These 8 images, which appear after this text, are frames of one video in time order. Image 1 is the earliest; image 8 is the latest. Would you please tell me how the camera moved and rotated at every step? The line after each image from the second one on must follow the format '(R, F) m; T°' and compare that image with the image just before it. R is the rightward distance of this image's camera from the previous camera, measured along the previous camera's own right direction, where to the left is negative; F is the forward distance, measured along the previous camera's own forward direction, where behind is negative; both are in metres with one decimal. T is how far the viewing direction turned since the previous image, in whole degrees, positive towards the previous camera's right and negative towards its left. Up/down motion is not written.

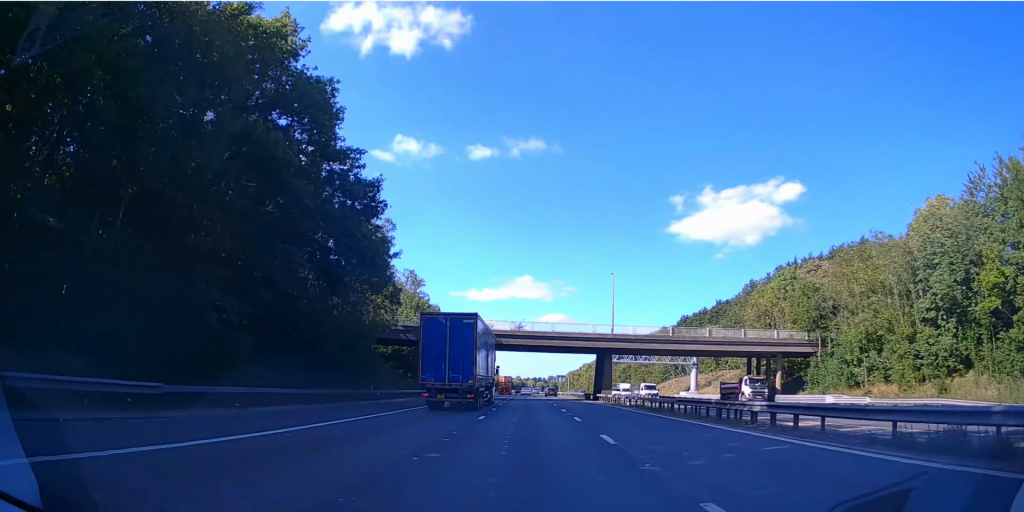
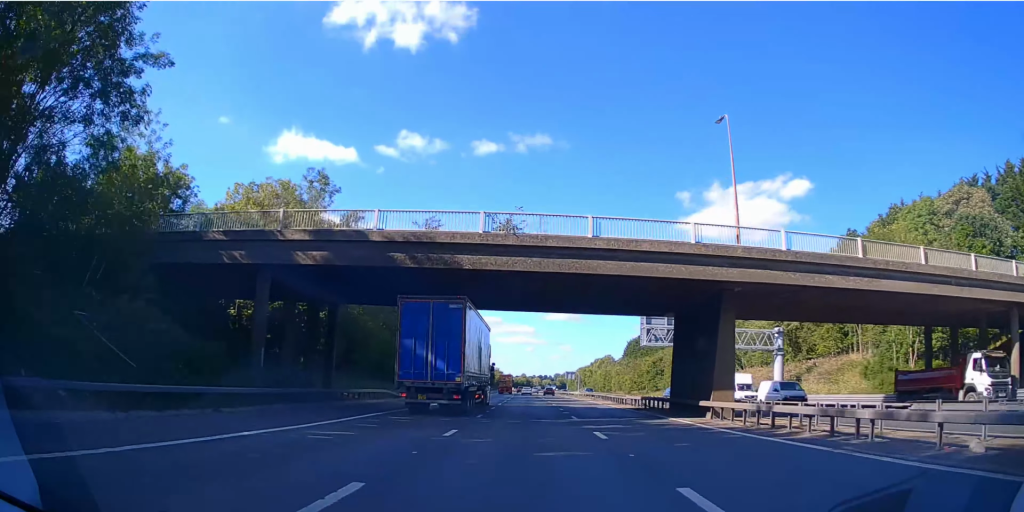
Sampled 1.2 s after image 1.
(-0.2, +35.4) m; -1°
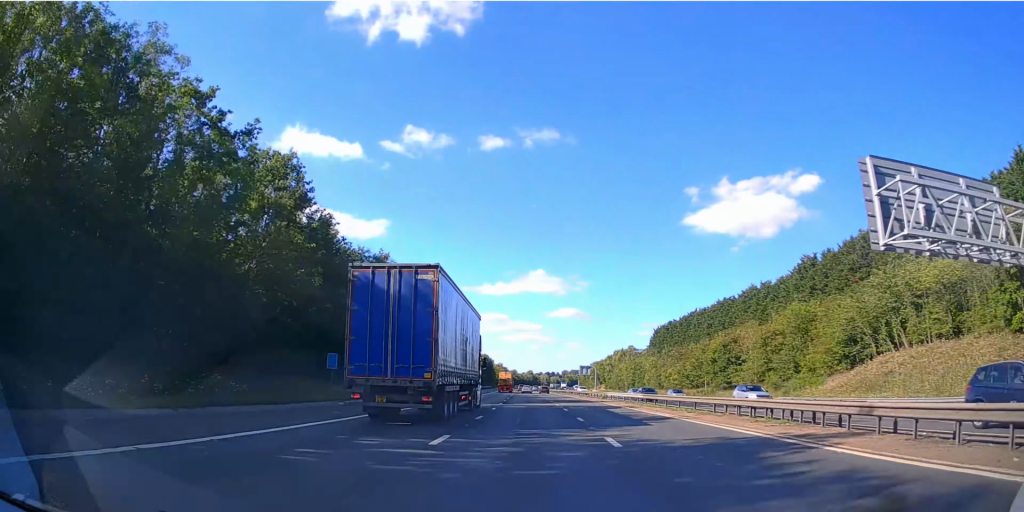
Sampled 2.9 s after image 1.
(-0.4, +46.3) m; -1°
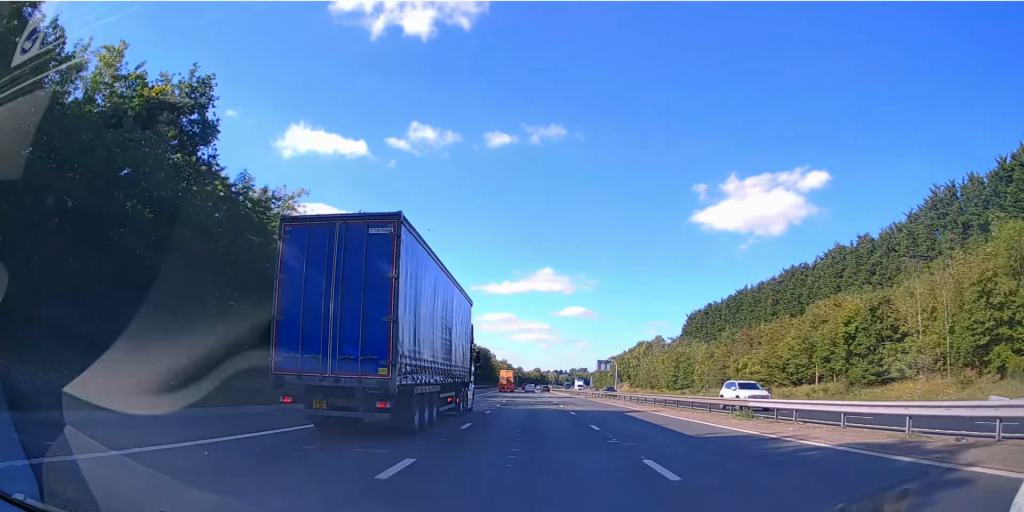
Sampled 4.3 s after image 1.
(-0.2, +40.5) m; -1°
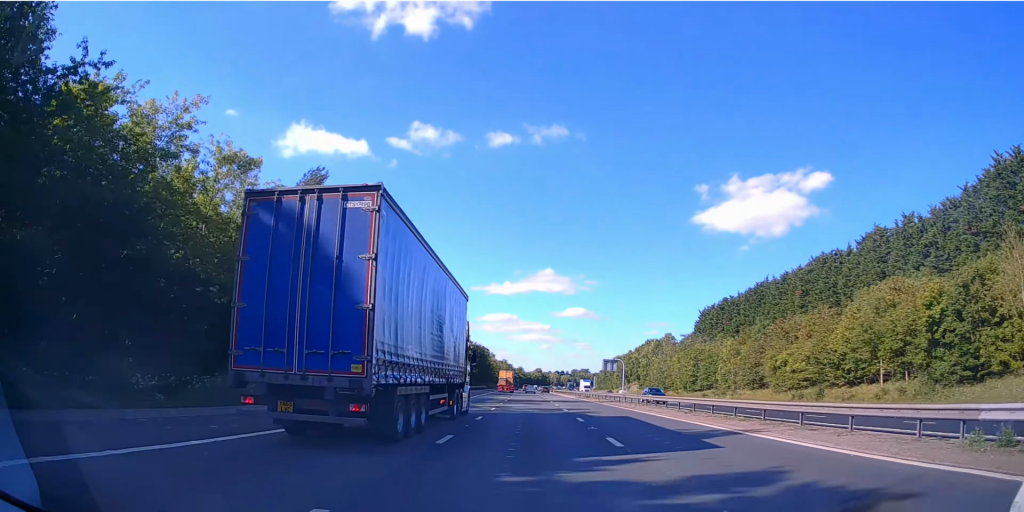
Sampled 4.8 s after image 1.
(0.0, +13.2) m; 0°
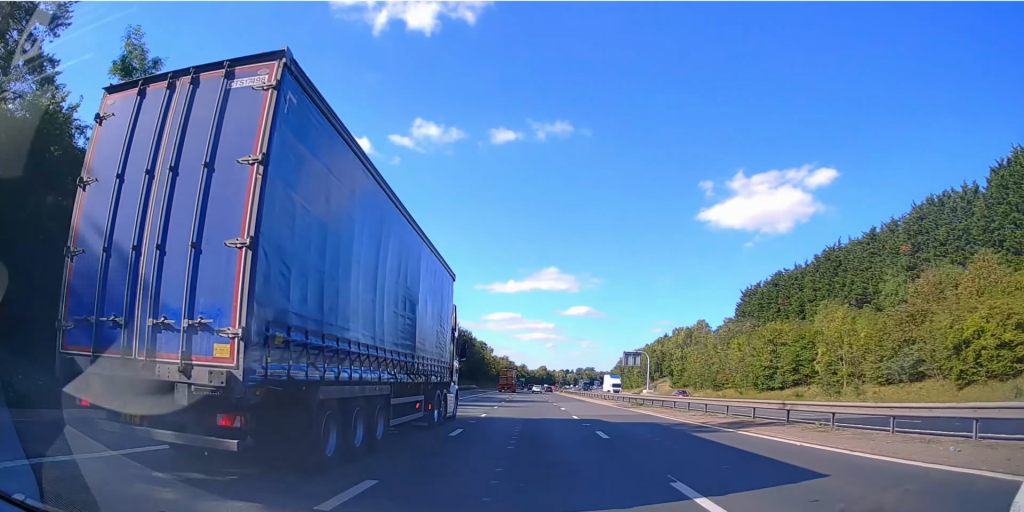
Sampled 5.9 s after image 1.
(-0.1, +33.1) m; 0°
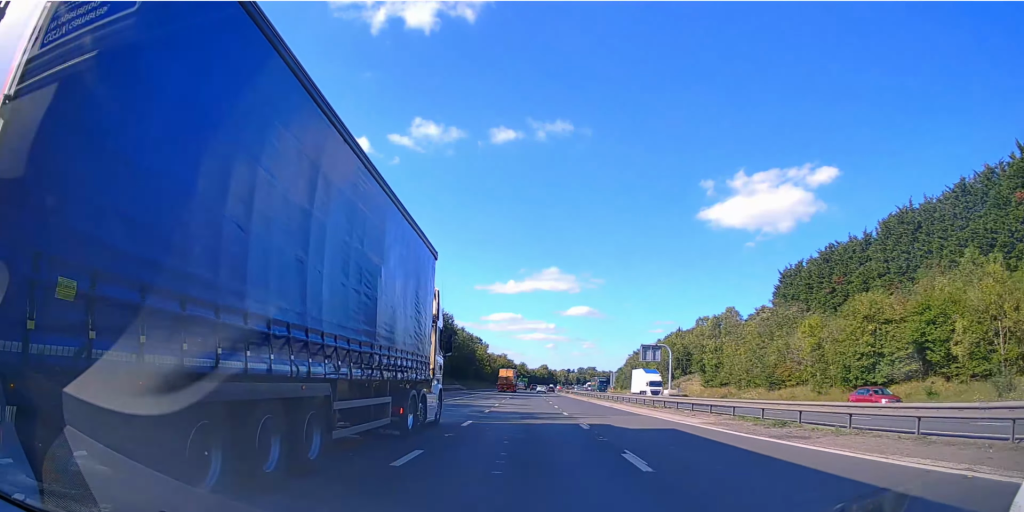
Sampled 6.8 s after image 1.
(-0.1, +23.7) m; 0°
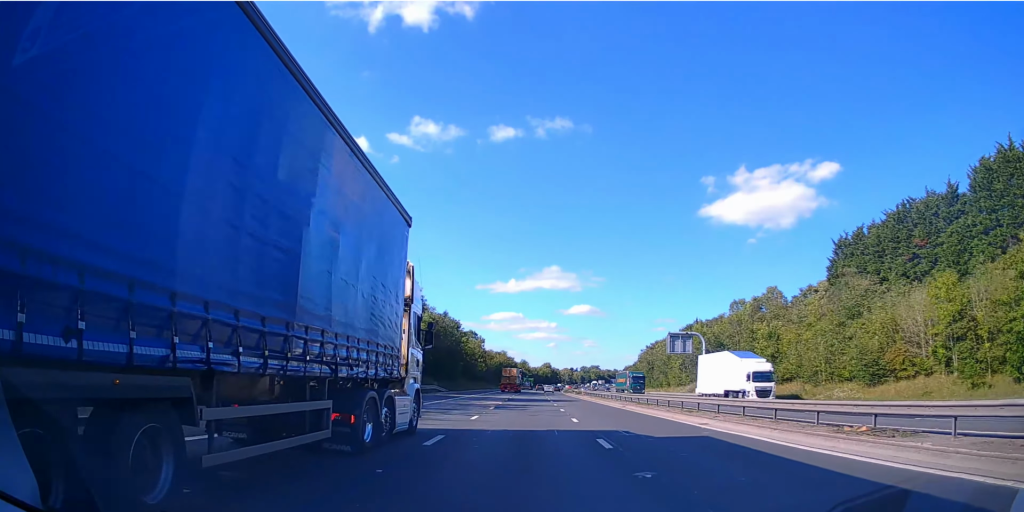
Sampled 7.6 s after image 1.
(0.0, +23.8) m; 0°
